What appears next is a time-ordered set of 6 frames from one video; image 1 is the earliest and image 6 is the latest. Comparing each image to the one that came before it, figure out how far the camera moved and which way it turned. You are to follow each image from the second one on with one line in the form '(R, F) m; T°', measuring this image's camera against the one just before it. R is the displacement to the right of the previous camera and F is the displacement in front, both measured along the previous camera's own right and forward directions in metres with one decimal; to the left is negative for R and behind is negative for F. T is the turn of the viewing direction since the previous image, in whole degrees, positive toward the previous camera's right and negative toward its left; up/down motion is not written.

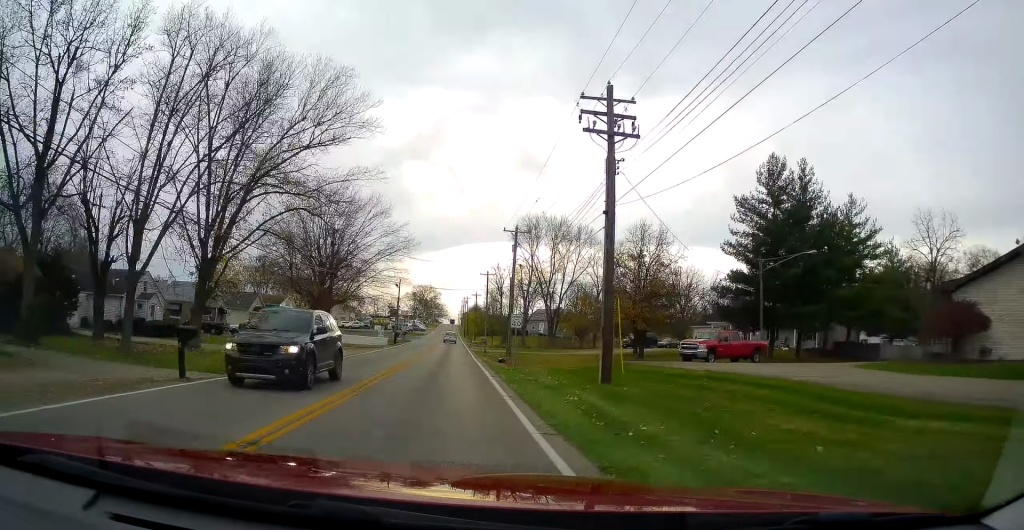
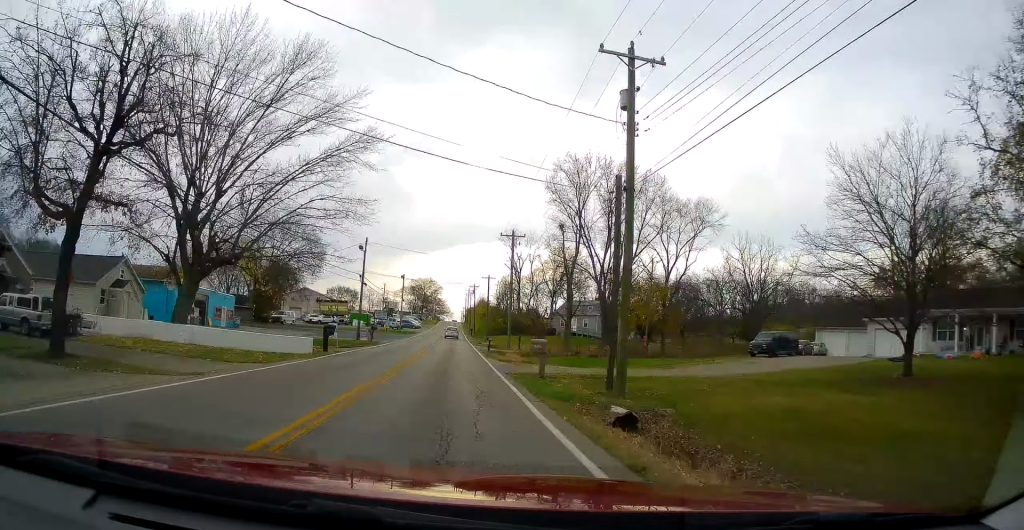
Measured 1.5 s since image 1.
(-0.5, +35.6) m; -1°
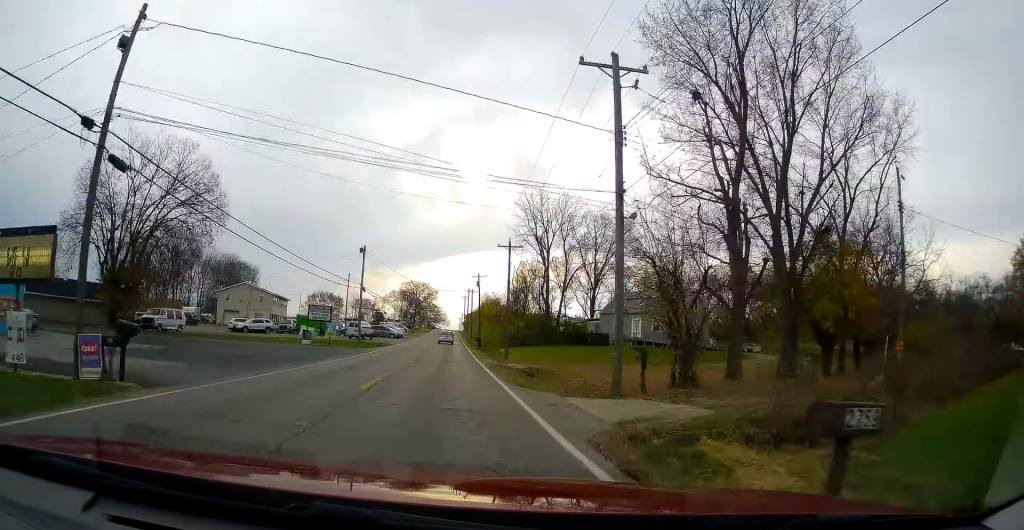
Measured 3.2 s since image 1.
(-0.1, +38.4) m; 0°
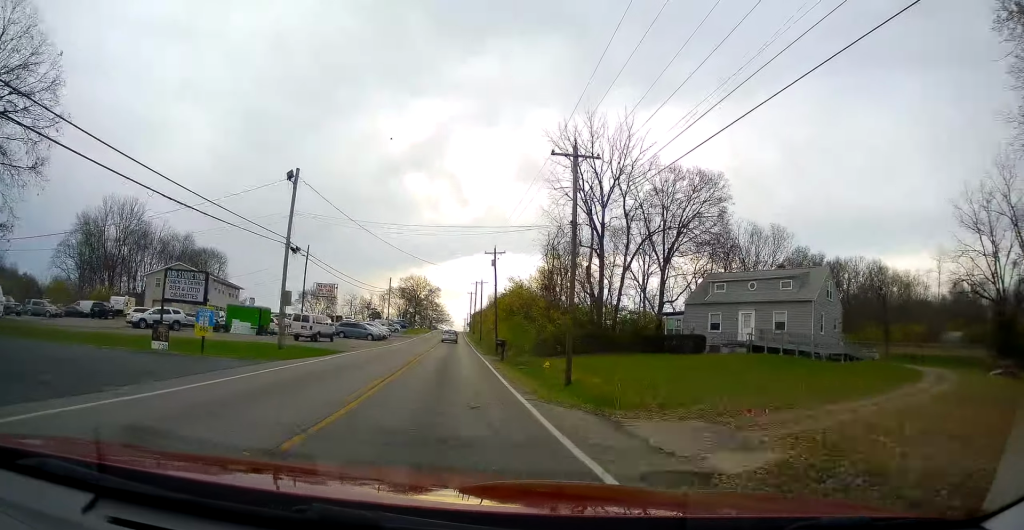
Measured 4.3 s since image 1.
(-0.2, +26.5) m; -1°
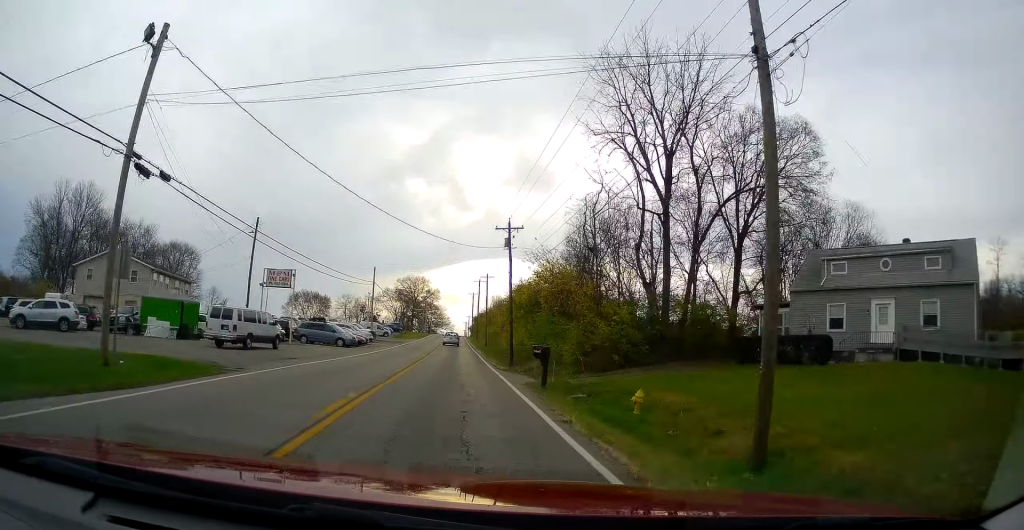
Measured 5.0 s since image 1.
(-0.1, +16.3) m; 0°
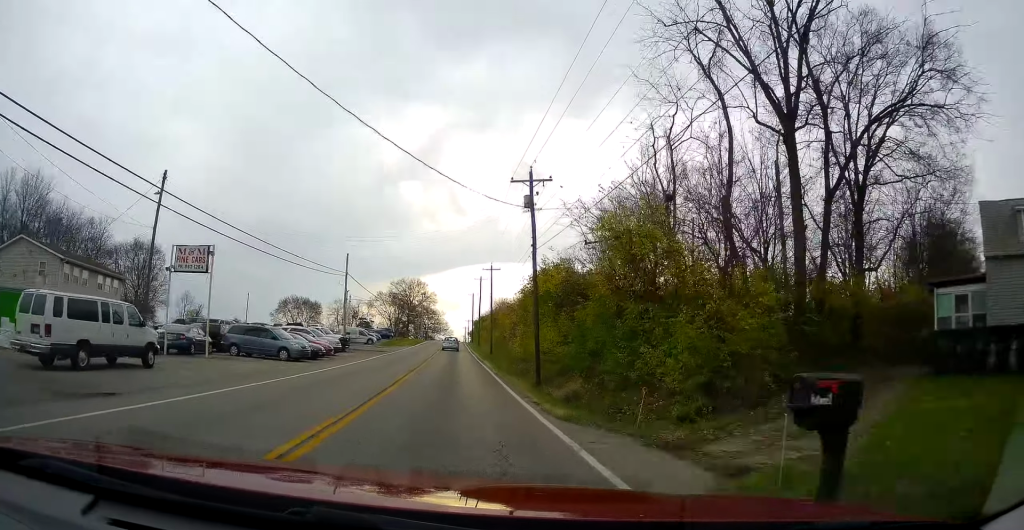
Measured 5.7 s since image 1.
(+0.1, +15.3) m; 0°
